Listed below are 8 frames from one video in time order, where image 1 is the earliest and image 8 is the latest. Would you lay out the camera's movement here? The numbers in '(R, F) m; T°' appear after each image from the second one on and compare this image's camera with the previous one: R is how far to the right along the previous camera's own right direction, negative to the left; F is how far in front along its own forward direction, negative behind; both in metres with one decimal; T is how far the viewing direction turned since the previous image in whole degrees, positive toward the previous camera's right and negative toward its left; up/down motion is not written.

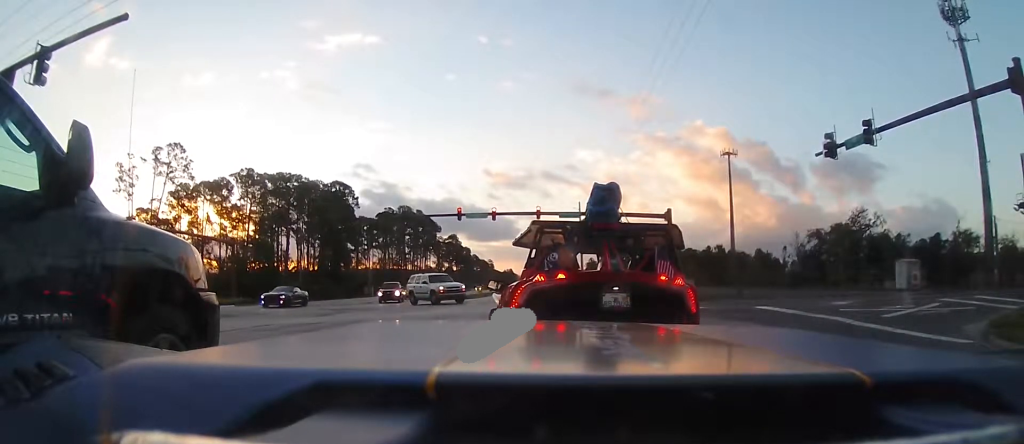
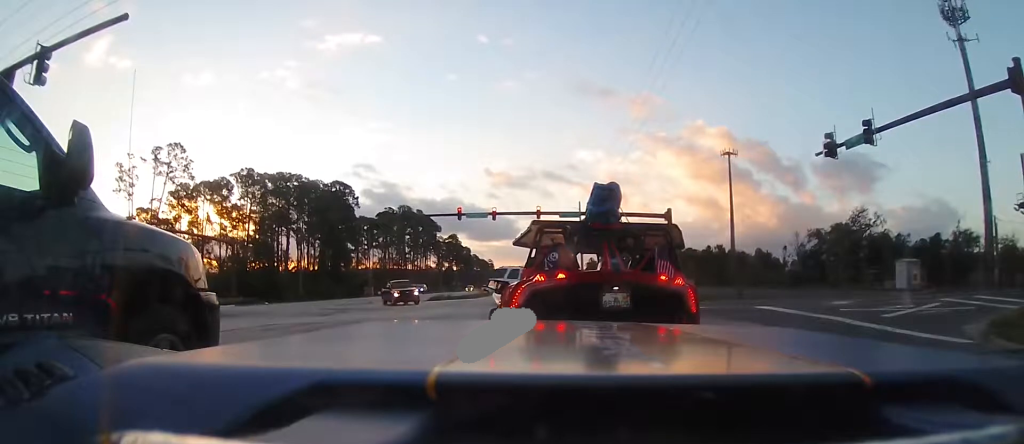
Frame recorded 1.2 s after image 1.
(0.0, 0.0) m; 0°
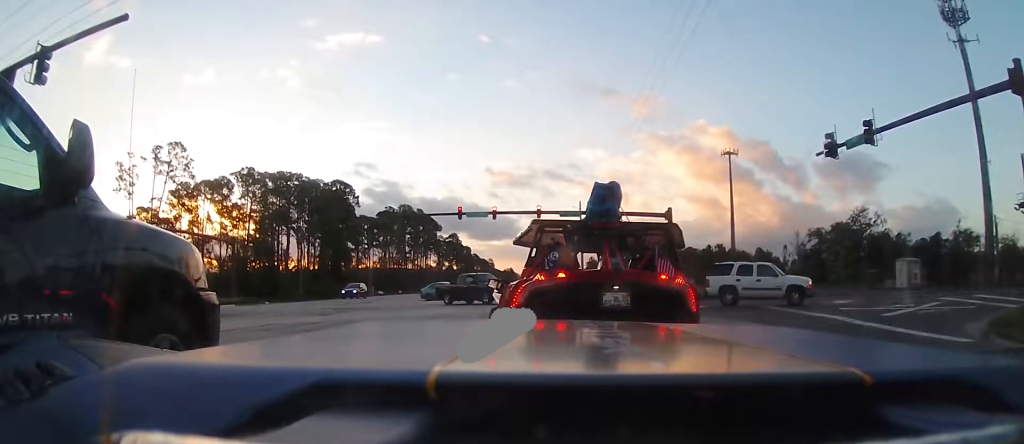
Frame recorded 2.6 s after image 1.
(0.0, 0.0) m; 0°
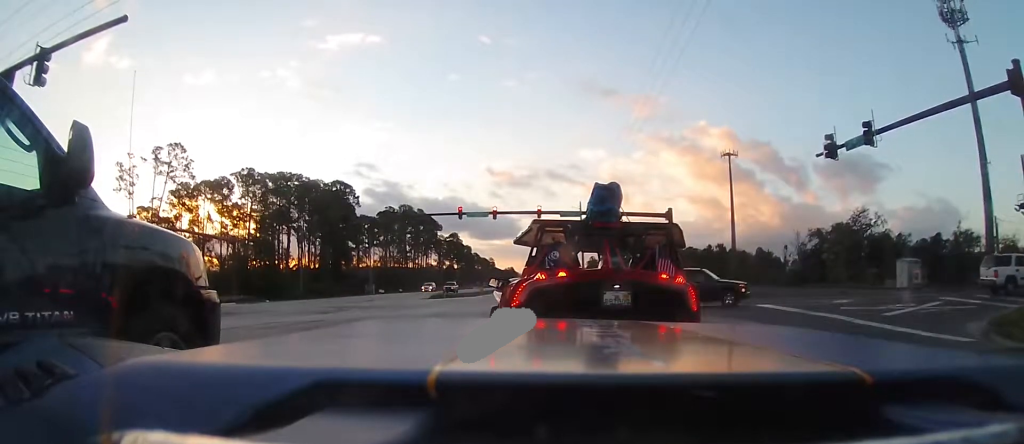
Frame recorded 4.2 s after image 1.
(0.0, 0.0) m; 0°
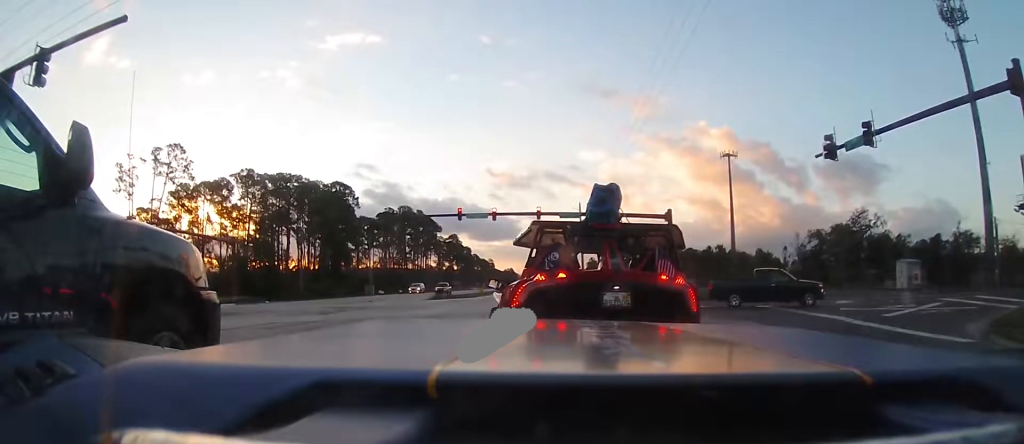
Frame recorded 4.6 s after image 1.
(0.0, 0.0) m; 0°
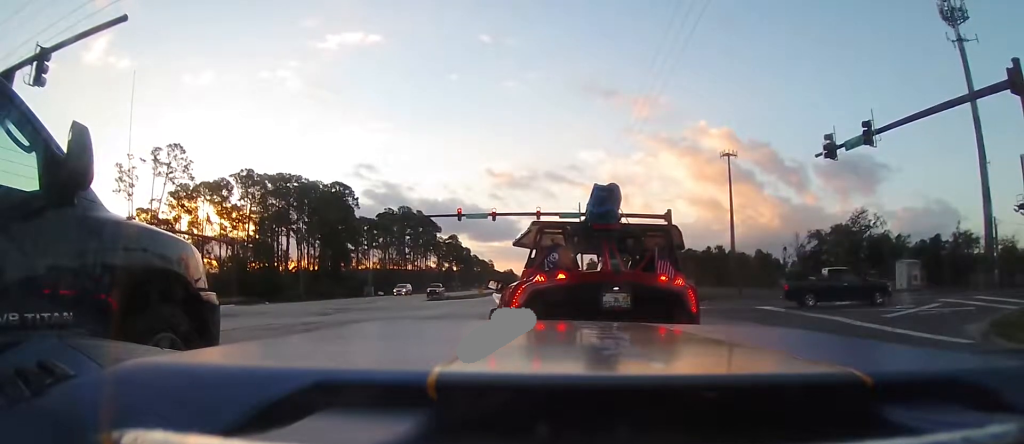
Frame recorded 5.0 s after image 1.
(0.0, 0.0) m; 0°
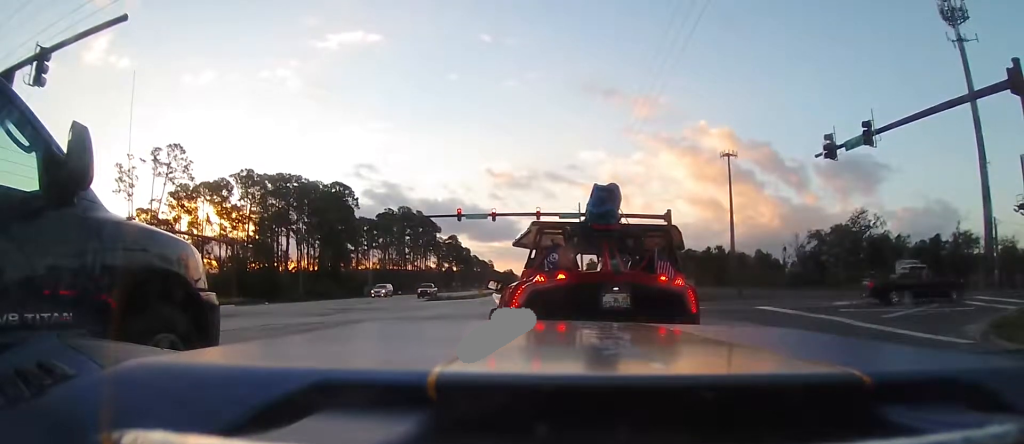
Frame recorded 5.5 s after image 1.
(0.0, 0.0) m; 0°
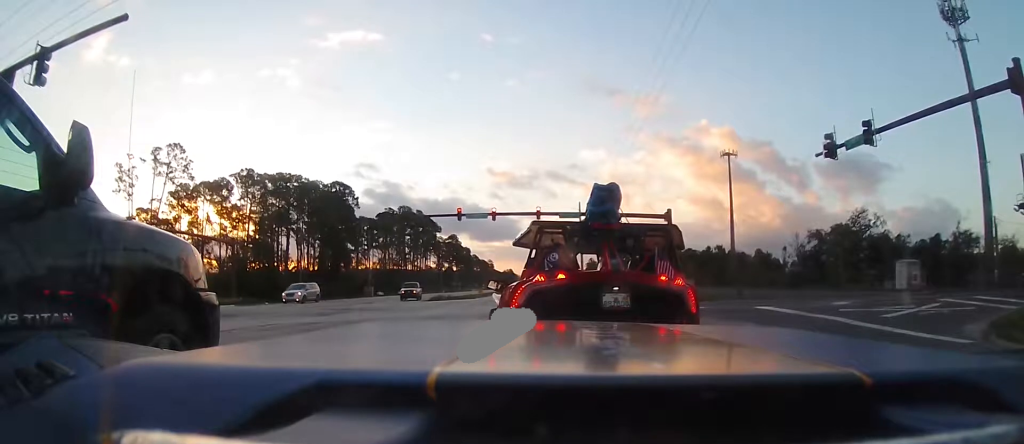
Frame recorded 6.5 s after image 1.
(0.0, 0.0) m; 0°
